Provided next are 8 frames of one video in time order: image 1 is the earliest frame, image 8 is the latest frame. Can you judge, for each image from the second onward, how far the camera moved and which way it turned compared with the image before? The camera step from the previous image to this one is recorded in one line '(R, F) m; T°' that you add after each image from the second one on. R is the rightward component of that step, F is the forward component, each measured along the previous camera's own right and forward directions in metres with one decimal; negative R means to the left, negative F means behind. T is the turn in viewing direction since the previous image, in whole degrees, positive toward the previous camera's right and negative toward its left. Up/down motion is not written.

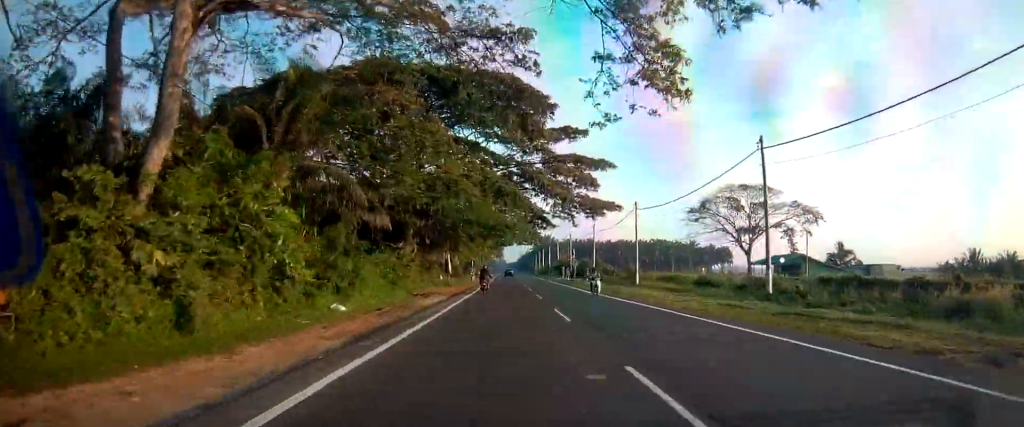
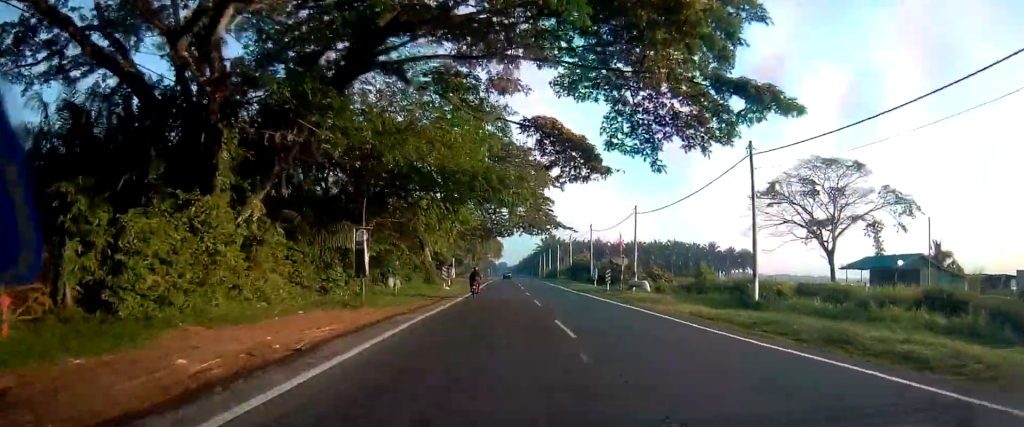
(0.0, +27.7) m; +1°
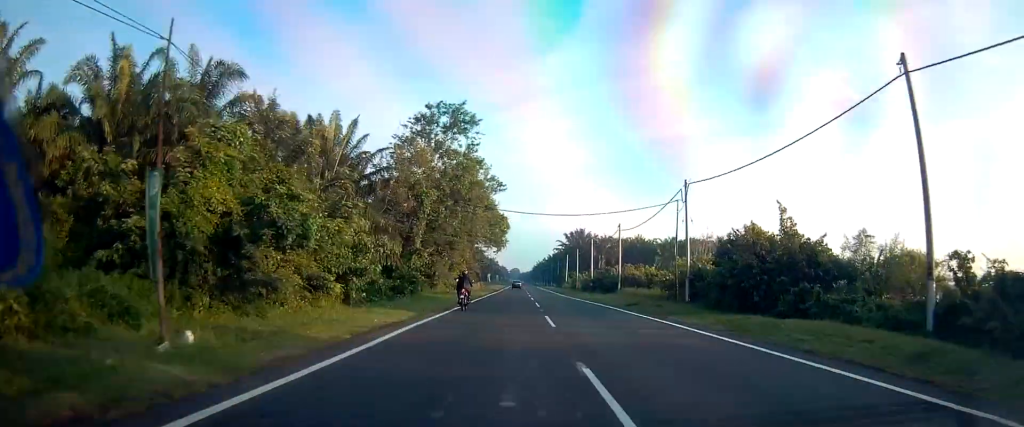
(0.0, +68.2) m; -2°
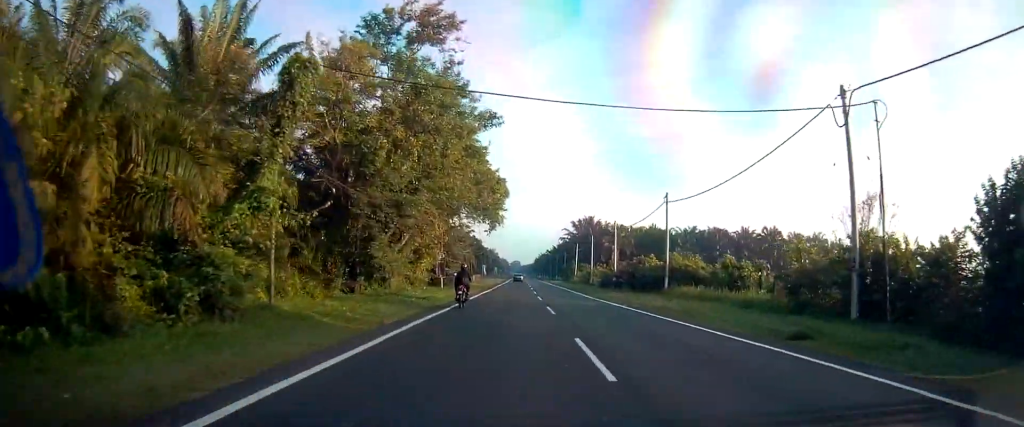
(-0.1, +21.0) m; -1°
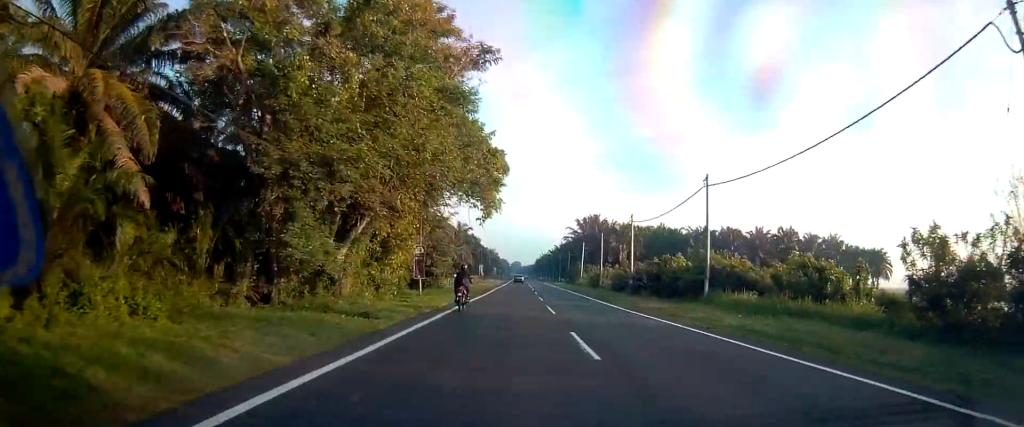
(-0.3, +10.0) m; 0°
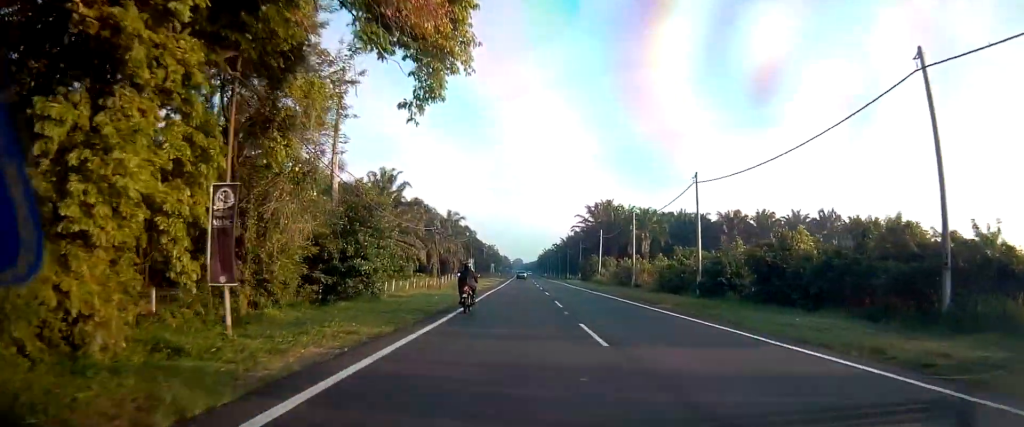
(+0.1, +22.9) m; +1°
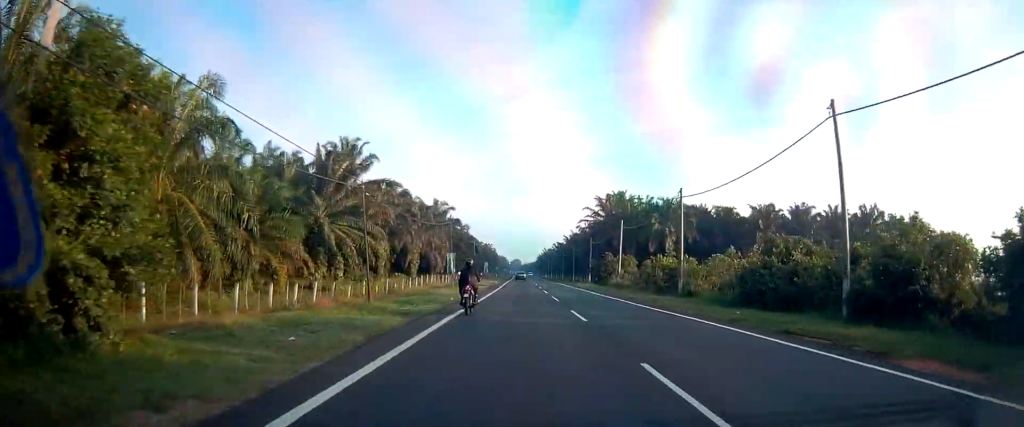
(+0.3, +19.1) m; +1°
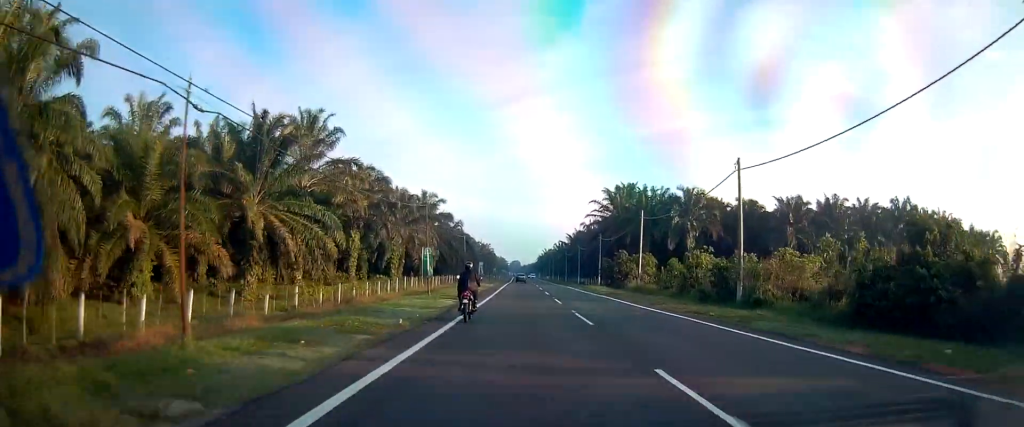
(0.0, +12.4) m; 0°
